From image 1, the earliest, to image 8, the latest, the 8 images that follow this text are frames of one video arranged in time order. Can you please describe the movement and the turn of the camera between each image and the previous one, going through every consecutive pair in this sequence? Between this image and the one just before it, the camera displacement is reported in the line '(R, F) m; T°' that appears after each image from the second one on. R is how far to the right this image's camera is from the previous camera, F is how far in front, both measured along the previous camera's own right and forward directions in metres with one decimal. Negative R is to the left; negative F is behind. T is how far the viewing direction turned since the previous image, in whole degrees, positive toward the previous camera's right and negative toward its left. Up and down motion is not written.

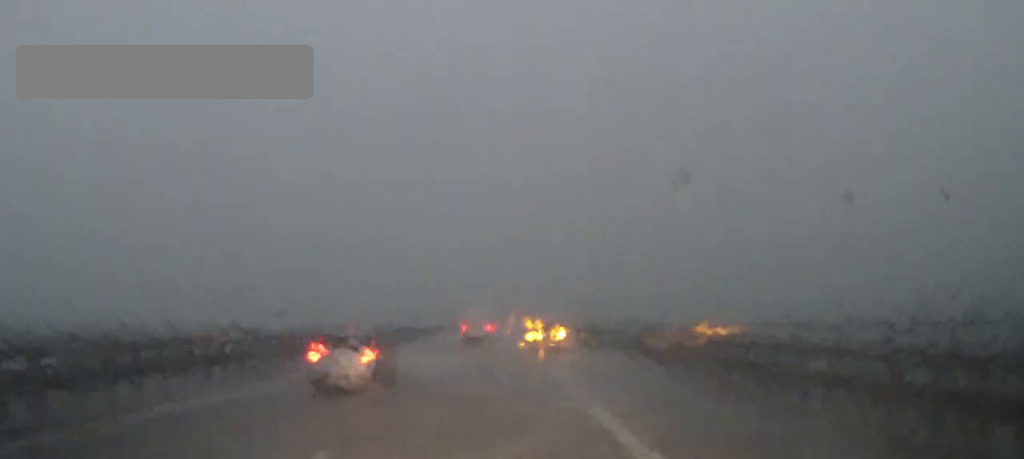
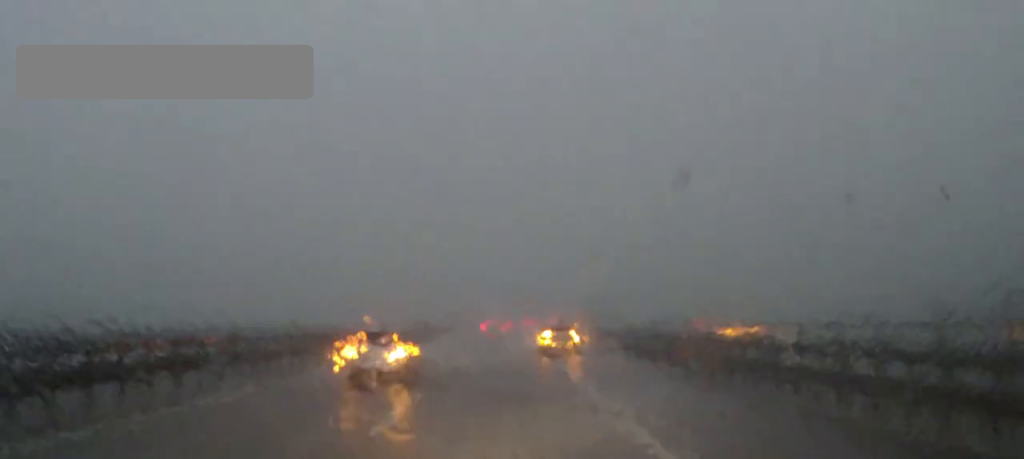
(0.0, +10.7) m; 0°
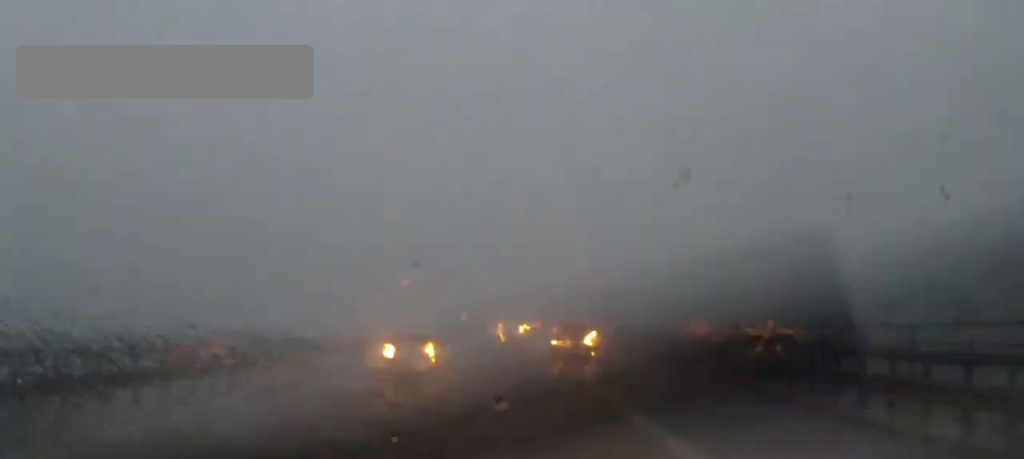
(0.0, +11.8) m; +1°
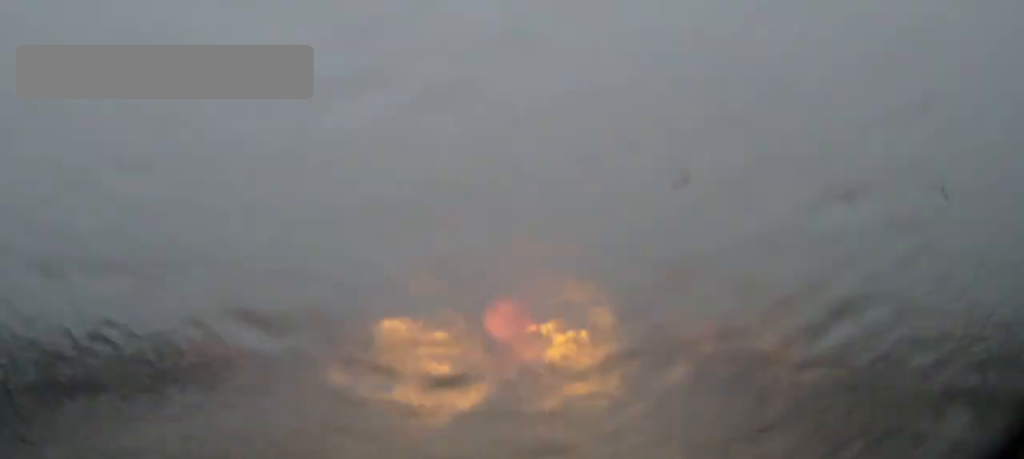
(+0.1, +5.6) m; +1°
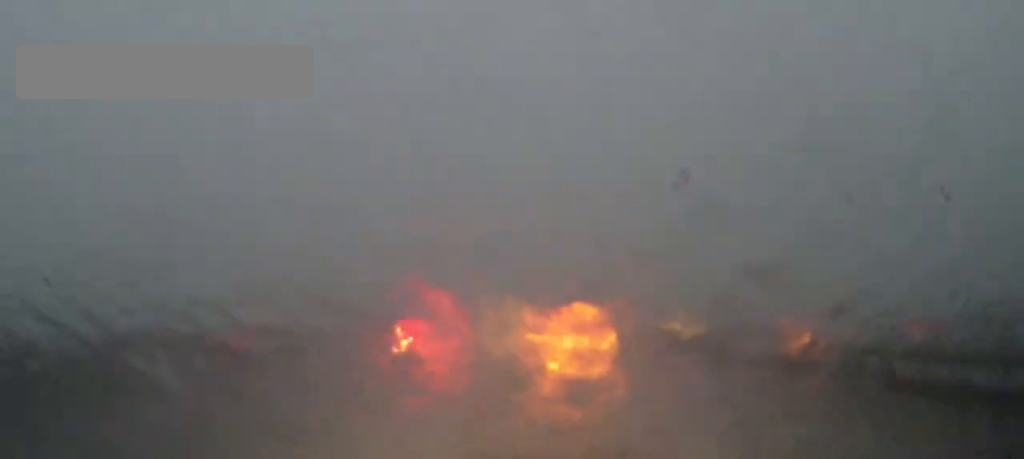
(+0.1, +11.0) m; 0°
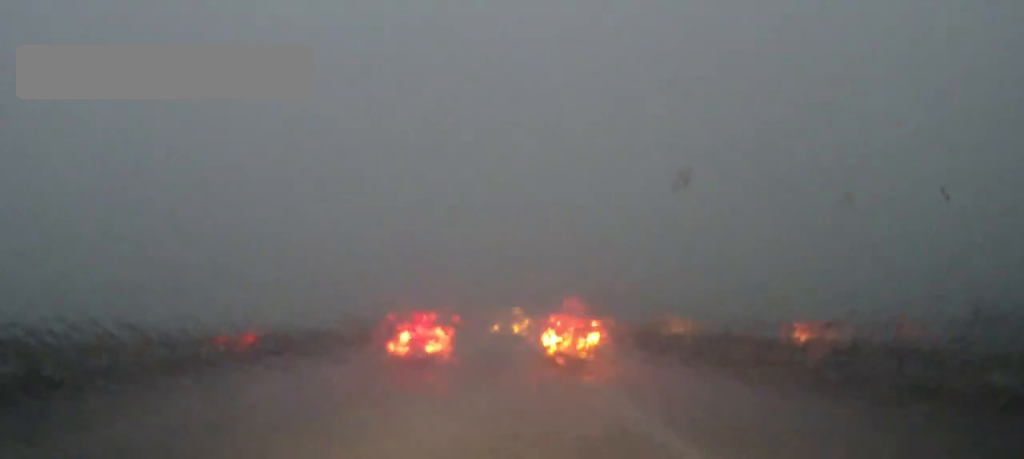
(0.0, +3.0) m; 0°
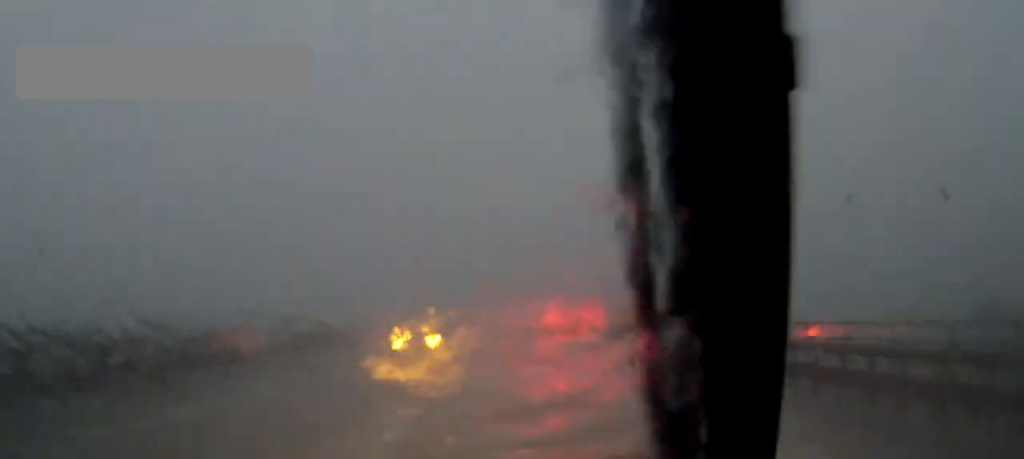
(0.0, +4.4) m; 0°
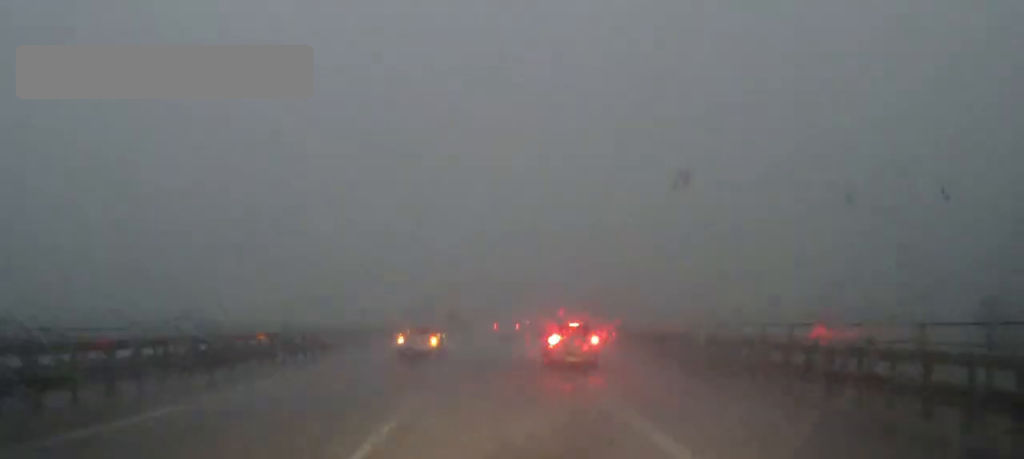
(0.0, +3.4) m; 0°
